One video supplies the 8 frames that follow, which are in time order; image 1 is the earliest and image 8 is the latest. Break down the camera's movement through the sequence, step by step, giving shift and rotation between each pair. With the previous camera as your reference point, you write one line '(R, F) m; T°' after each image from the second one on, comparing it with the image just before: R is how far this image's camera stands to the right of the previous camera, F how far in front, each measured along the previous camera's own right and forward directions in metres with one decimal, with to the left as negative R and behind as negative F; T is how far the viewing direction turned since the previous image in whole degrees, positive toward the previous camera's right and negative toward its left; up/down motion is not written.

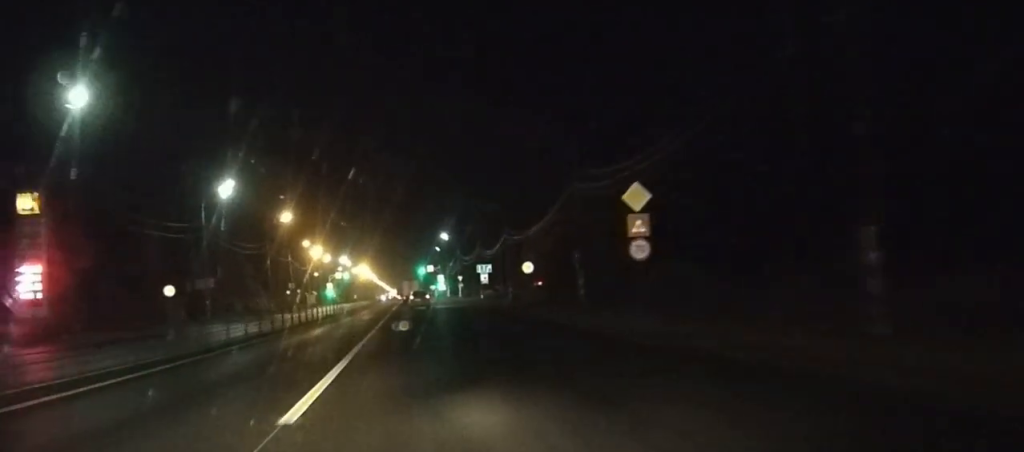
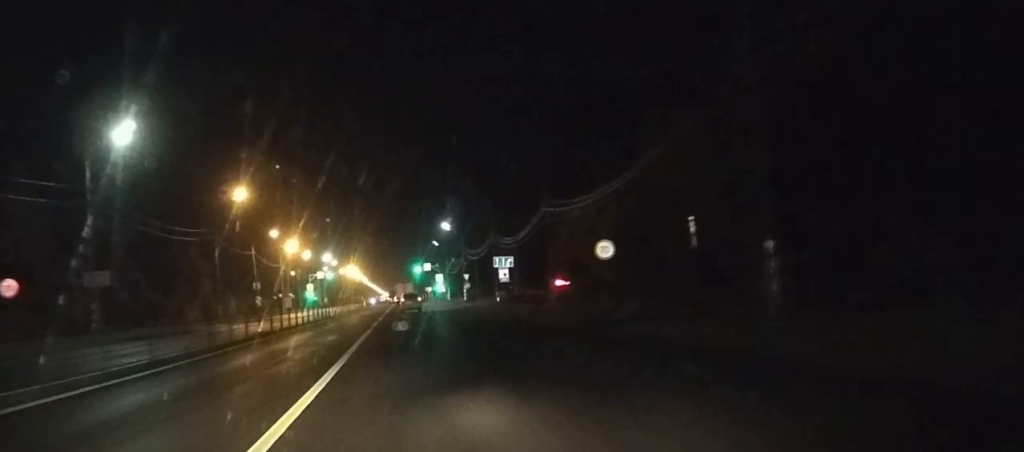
(-0.1, +27.7) m; 0°
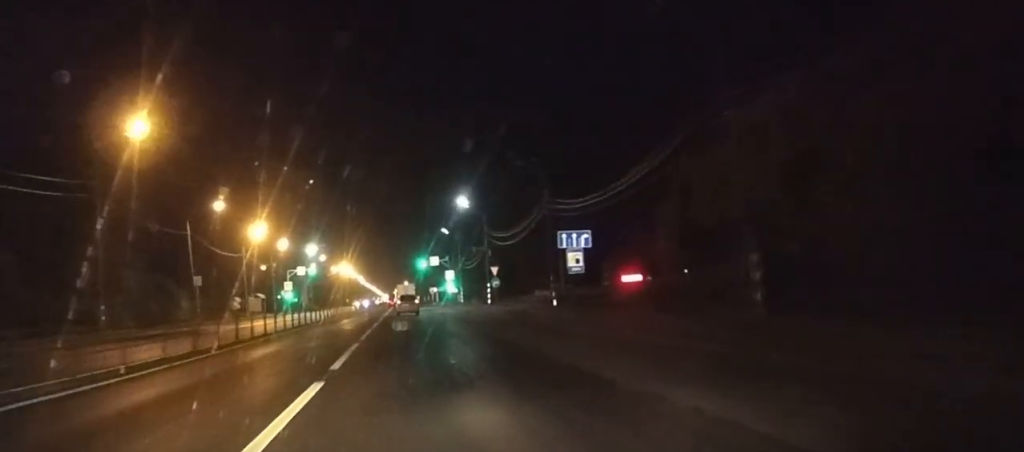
(+0.1, +33.8) m; 0°
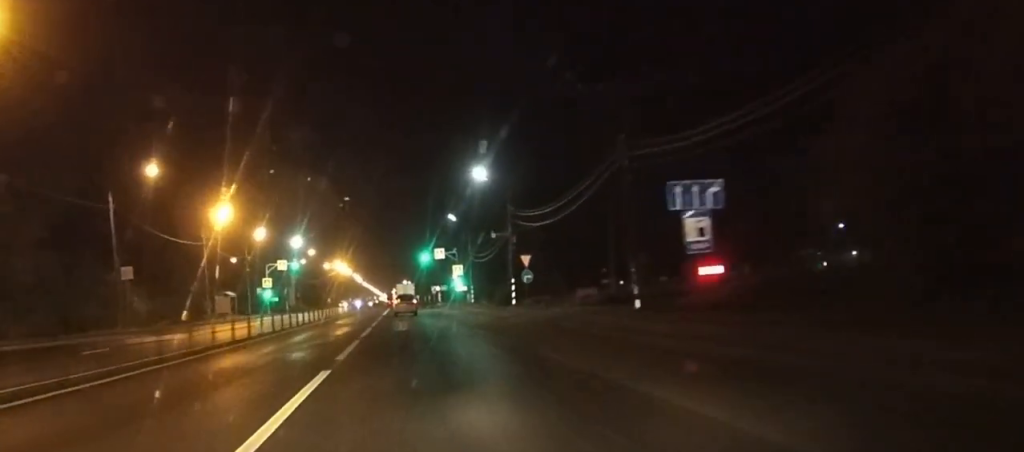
(+0.1, +20.8) m; 0°
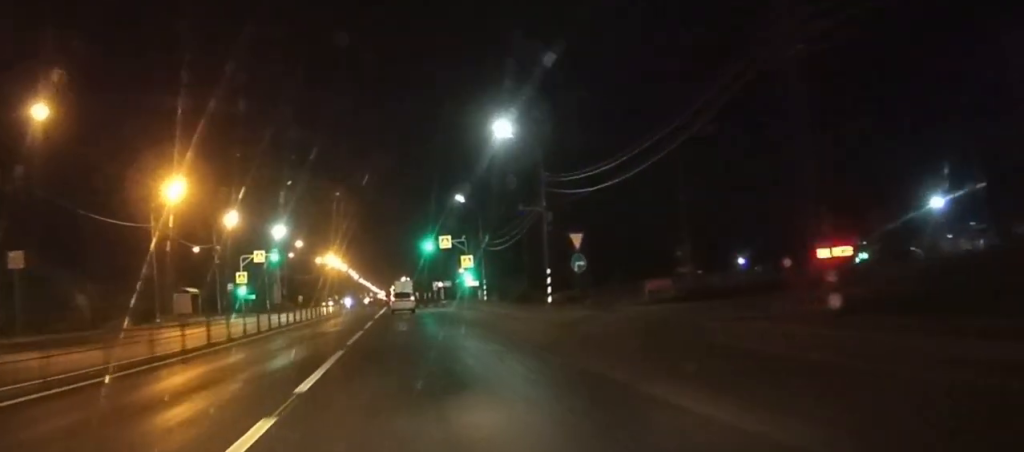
(0.0, +17.9) m; 0°
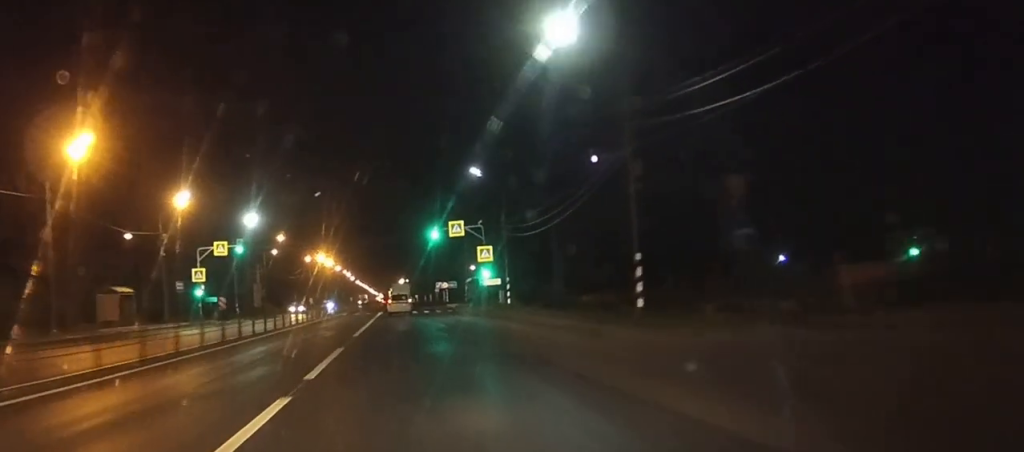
(0.0, +20.7) m; 0°
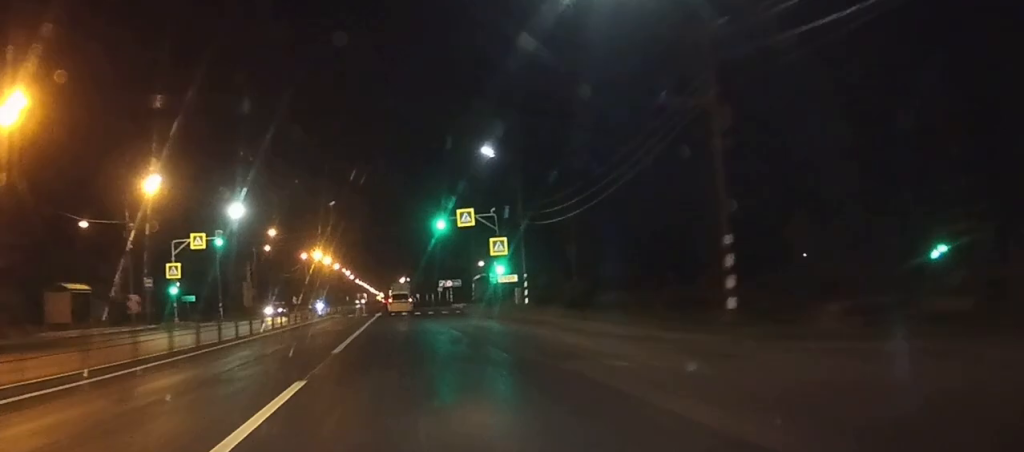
(0.0, +9.3) m; 0°
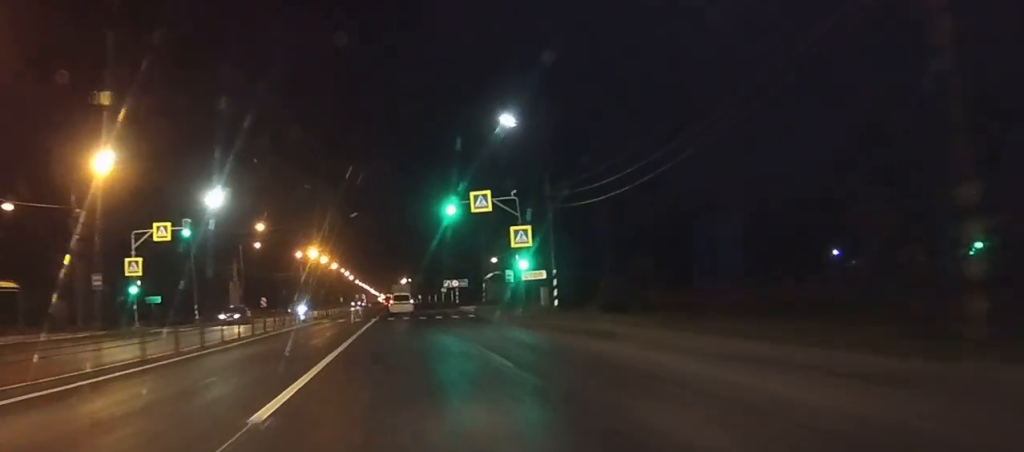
(0.0, +11.1) m; 0°
